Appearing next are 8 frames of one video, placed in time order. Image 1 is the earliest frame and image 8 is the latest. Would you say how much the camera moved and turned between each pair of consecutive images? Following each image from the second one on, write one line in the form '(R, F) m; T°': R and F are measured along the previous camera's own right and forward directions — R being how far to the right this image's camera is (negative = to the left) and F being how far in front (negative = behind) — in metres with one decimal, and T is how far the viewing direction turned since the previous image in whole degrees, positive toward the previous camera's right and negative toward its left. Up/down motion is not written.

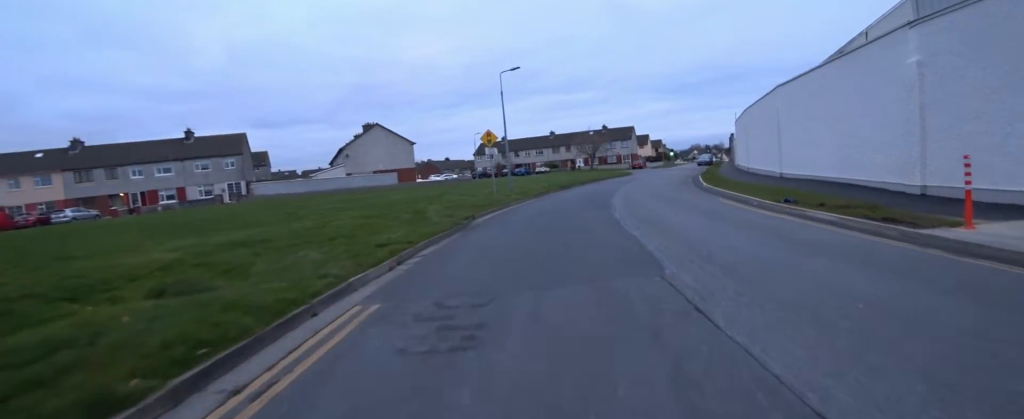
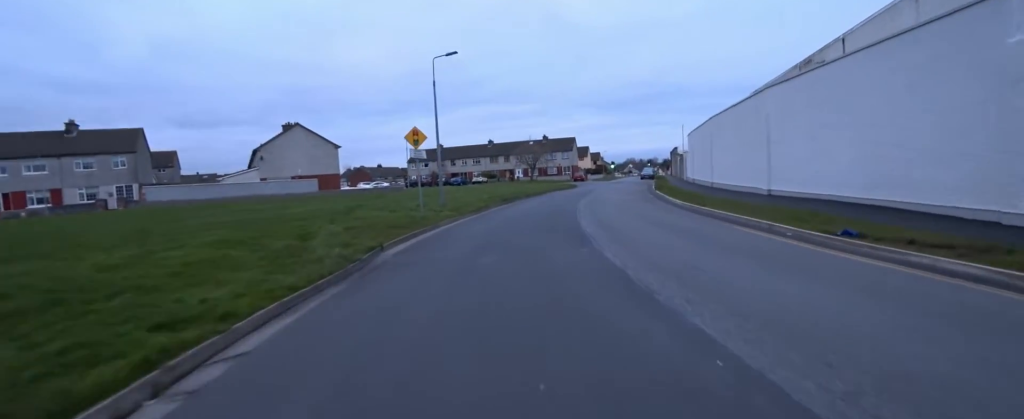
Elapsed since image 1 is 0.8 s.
(+0.1, +4.4) m; +4°
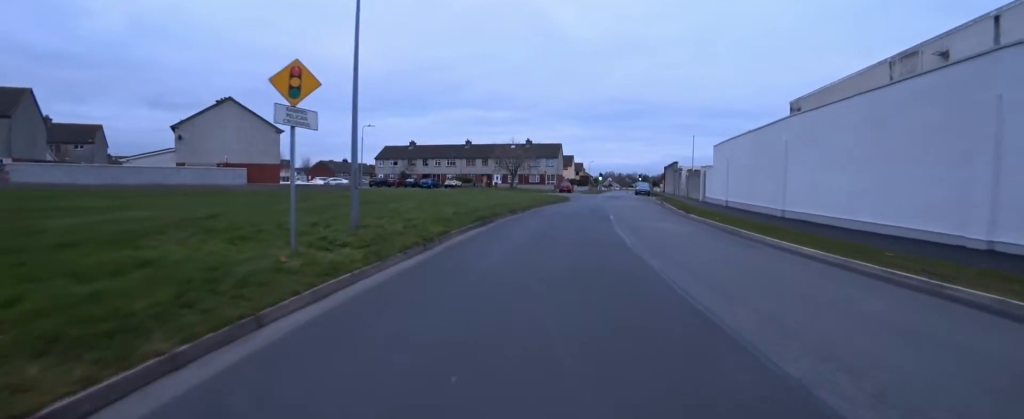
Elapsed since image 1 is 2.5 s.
(+0.4, +9.1) m; 0°
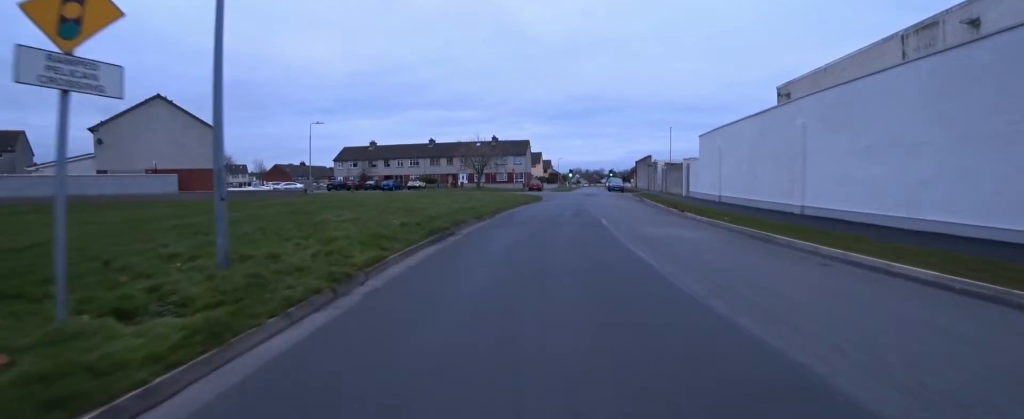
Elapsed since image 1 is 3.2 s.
(-0.2, +3.5) m; -3°
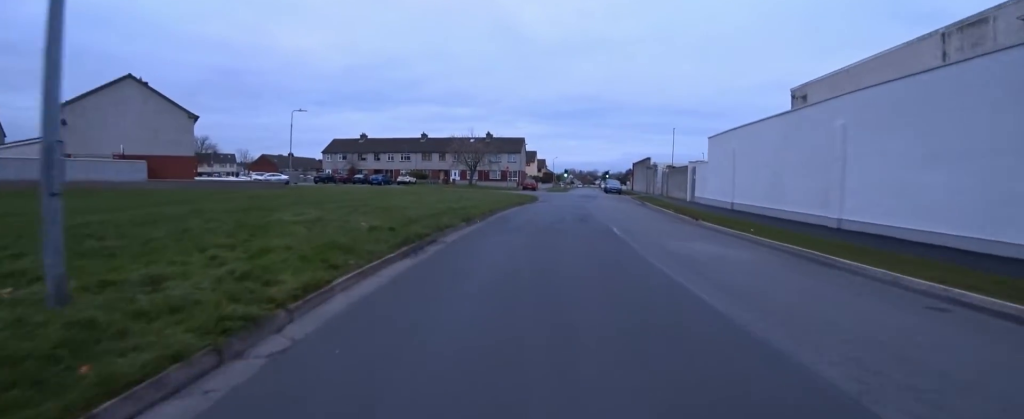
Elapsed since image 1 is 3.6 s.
(0.0, +2.2) m; +2°
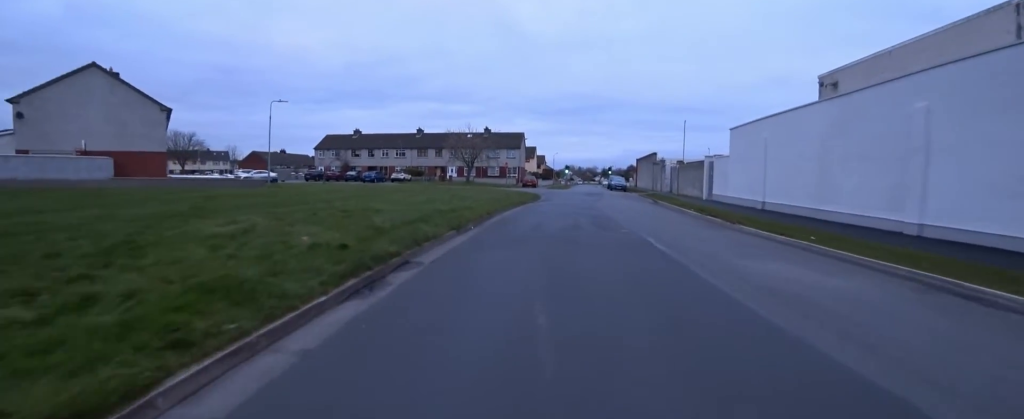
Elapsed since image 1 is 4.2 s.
(-0.1, +2.9) m; +3°
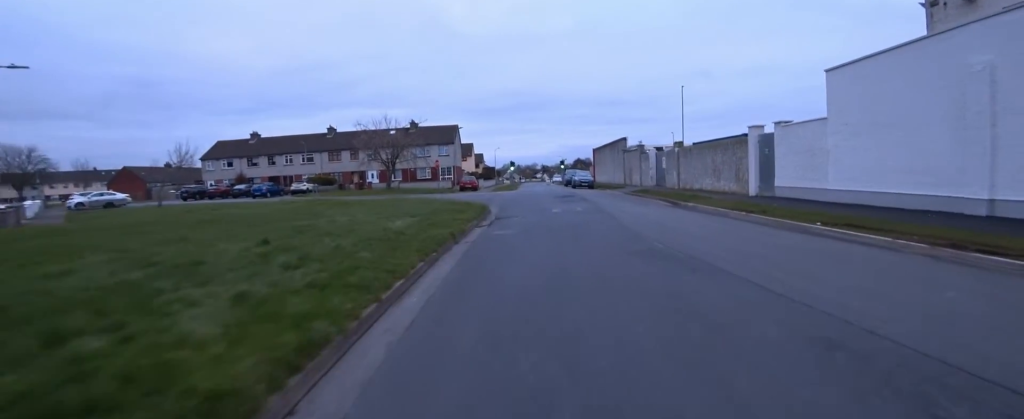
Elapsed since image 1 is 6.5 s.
(+2.8, +11.8) m; +12°
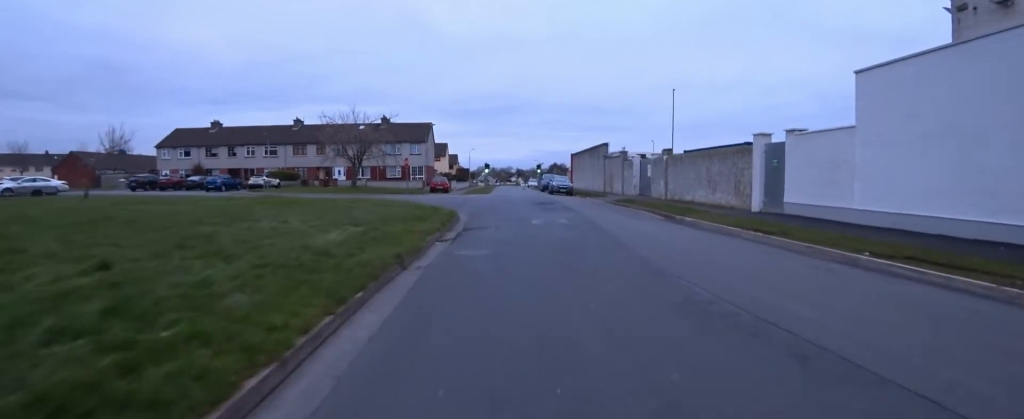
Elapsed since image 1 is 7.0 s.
(-0.3, +2.5) m; -5°
